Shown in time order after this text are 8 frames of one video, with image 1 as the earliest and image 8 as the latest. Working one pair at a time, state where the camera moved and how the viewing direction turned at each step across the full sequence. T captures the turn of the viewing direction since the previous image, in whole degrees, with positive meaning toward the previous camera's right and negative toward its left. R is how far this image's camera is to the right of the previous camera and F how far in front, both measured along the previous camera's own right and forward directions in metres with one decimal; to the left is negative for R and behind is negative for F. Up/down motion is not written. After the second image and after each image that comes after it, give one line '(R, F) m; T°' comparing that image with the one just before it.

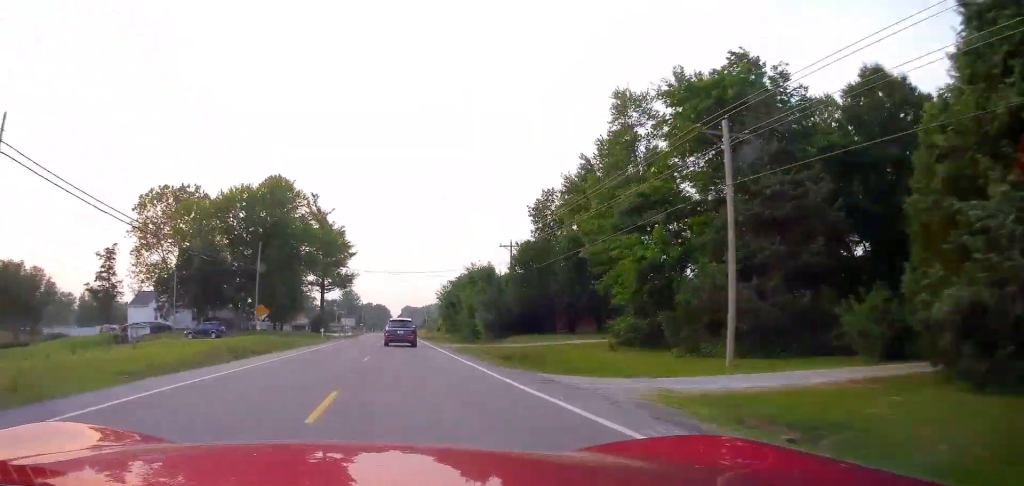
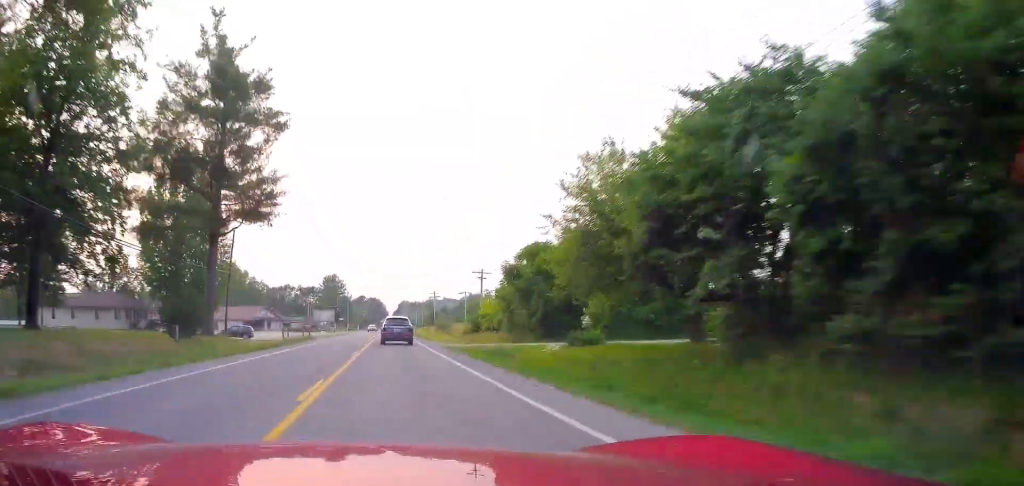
(+0.8, +59.7) m; +1°
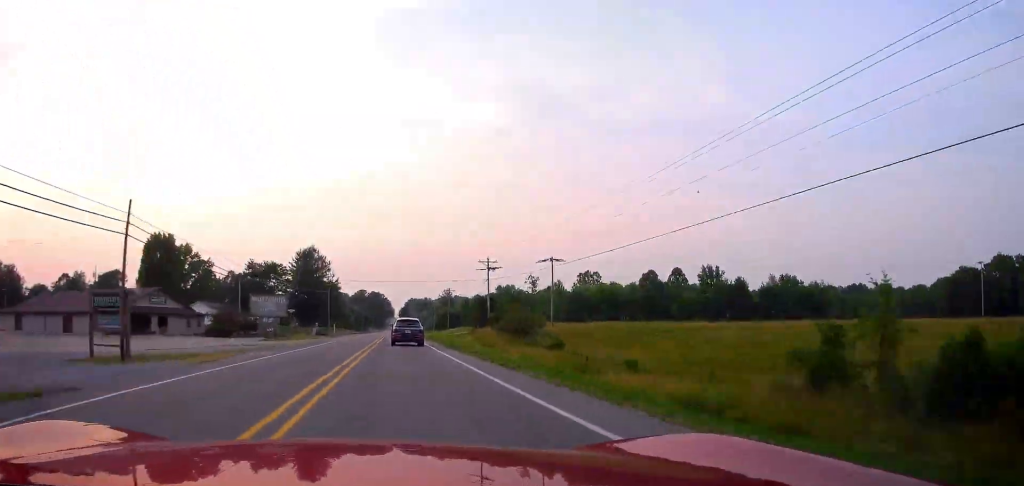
(-0.6, +71.0) m; -1°
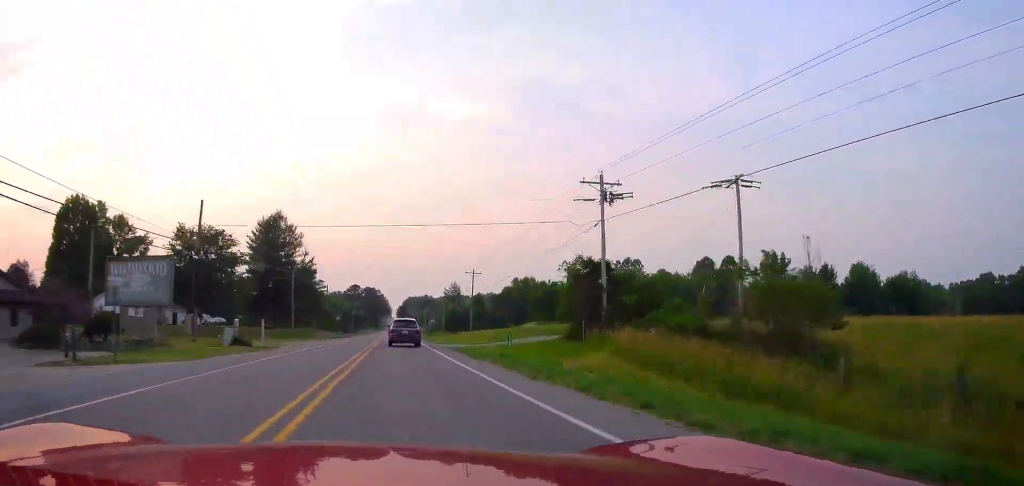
(-0.3, +39.1) m; 0°
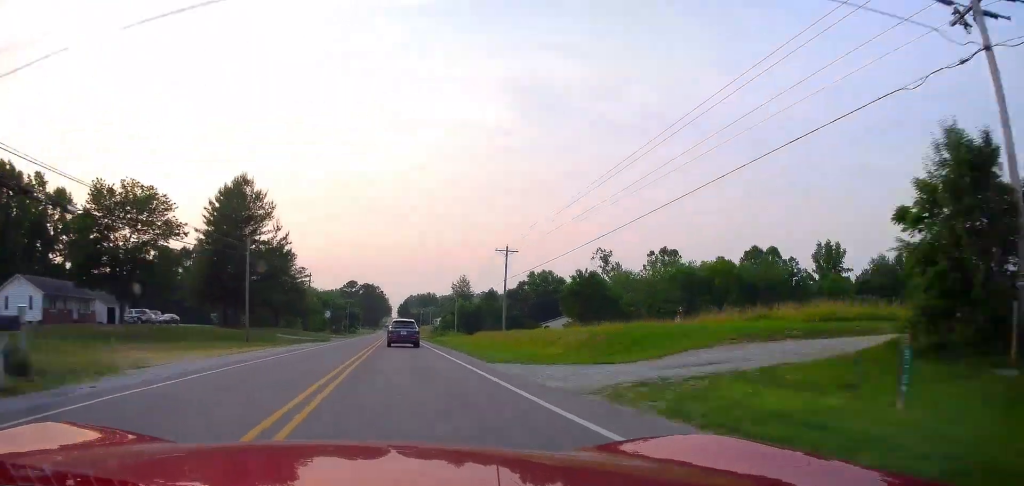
(-0.1, +24.2) m; 0°
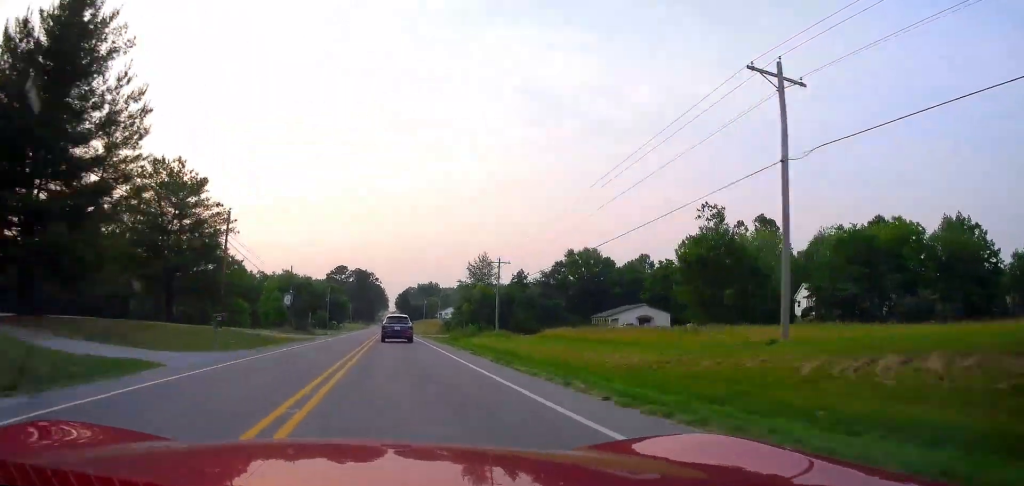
(+0.2, +44.2) m; +1°
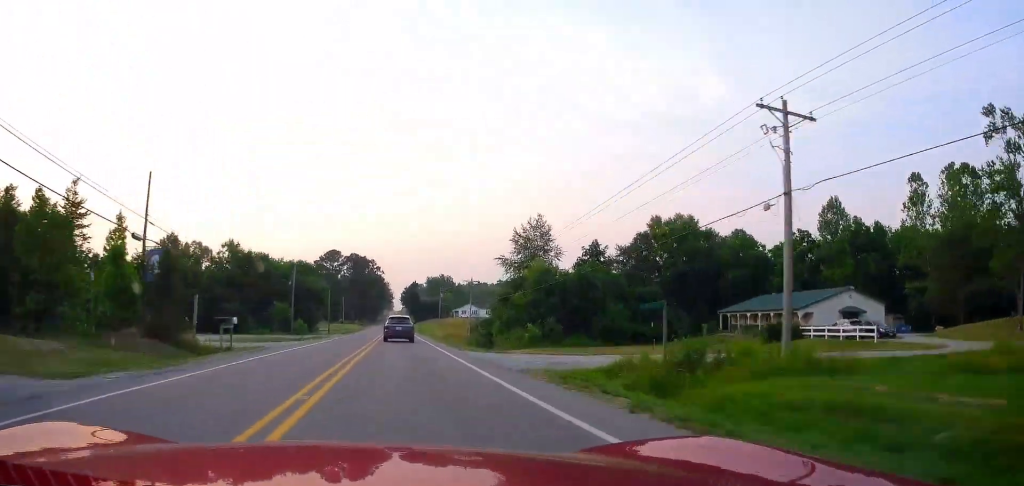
(+0.6, +47.4) m; 0°
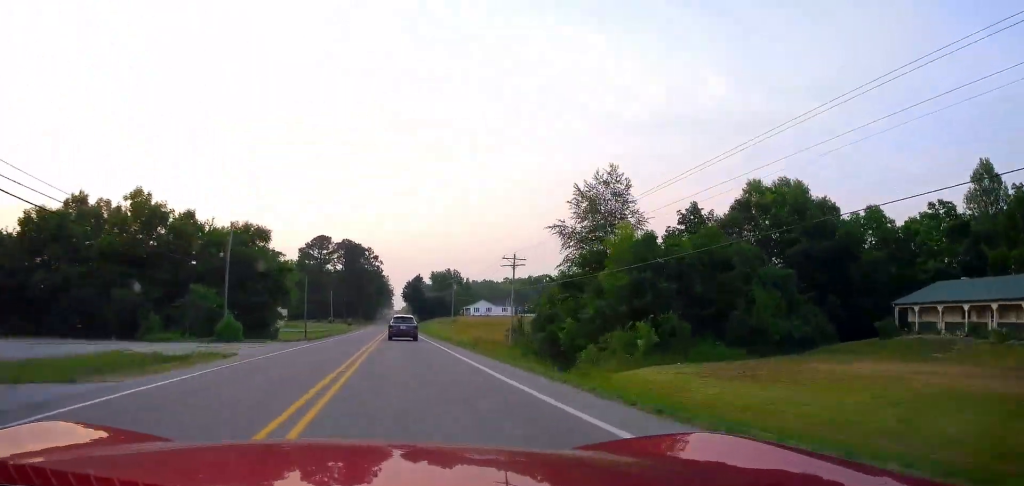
(+0.1, +30.6) m; 0°
